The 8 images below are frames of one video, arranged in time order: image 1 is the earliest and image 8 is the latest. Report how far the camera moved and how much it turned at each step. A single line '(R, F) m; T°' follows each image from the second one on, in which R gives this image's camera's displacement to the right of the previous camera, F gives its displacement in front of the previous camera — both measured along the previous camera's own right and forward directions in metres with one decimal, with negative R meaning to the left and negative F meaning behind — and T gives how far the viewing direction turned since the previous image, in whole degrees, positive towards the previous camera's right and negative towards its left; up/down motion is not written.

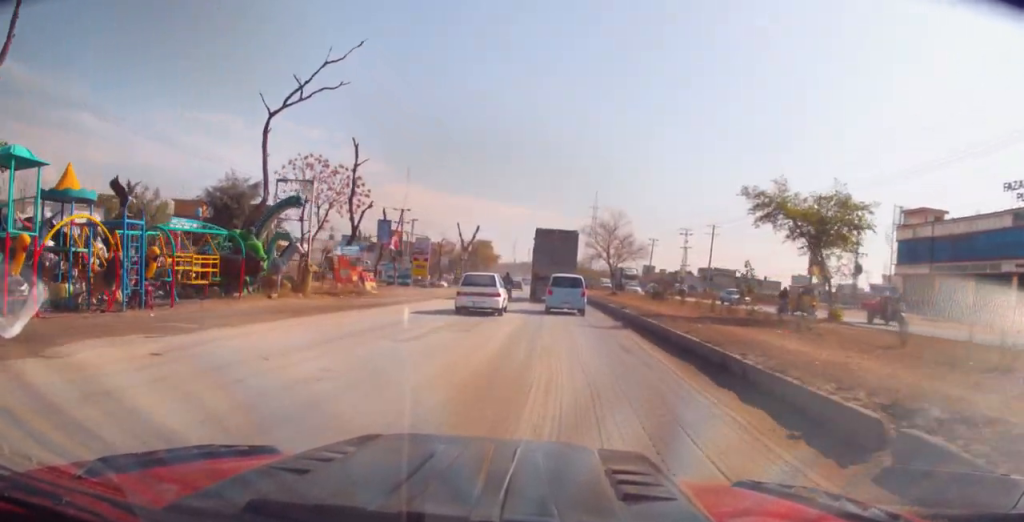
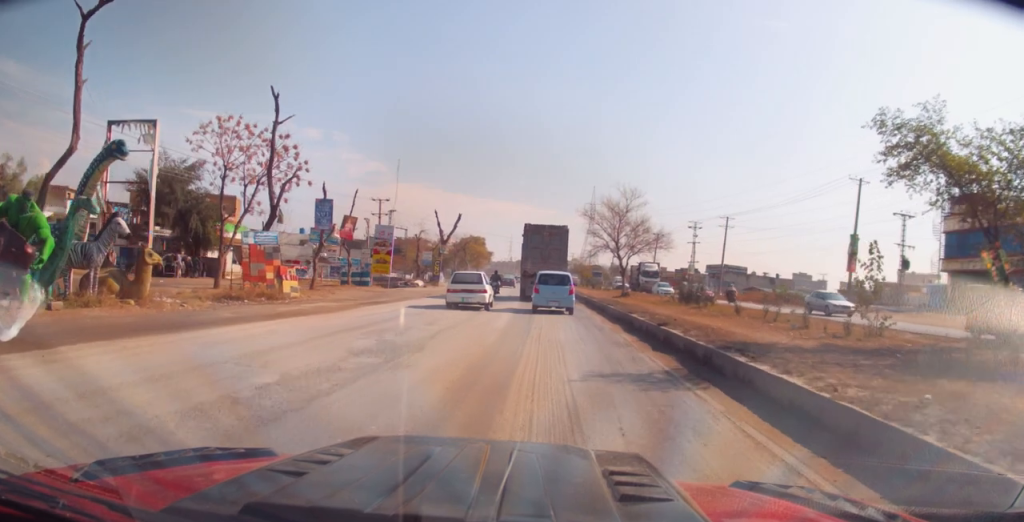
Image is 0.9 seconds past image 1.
(-0.1, +10.0) m; -1°
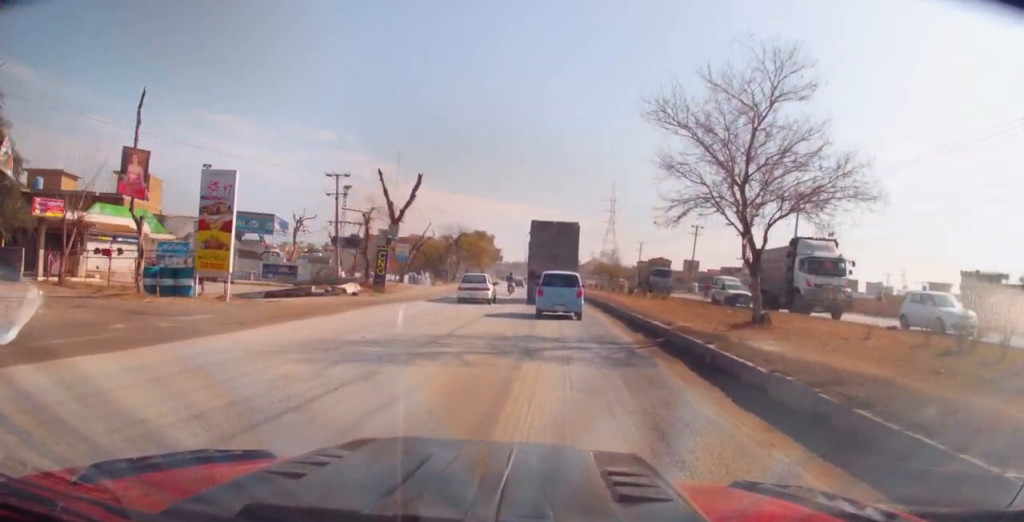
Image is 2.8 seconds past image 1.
(-0.6, +21.8) m; -2°
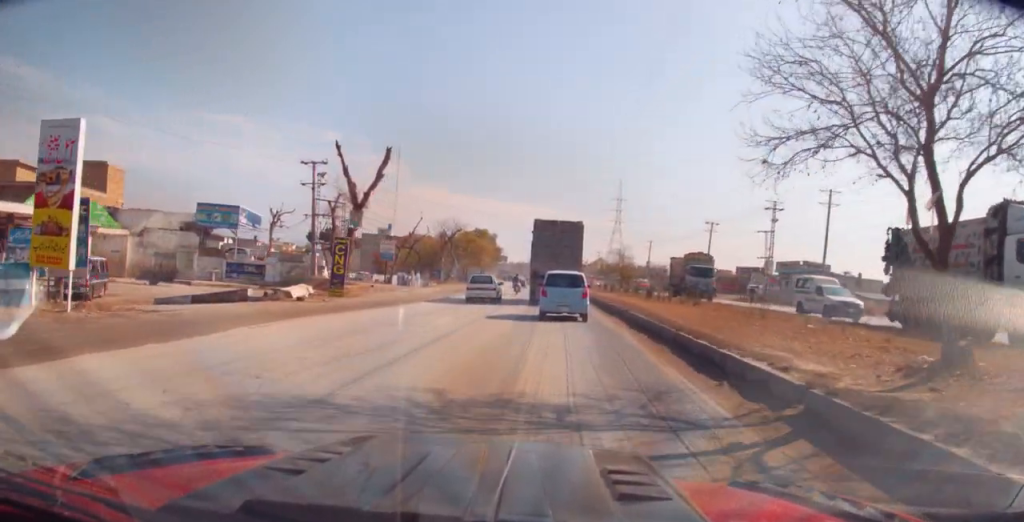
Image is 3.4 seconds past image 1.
(+0.1, +7.1) m; +1°
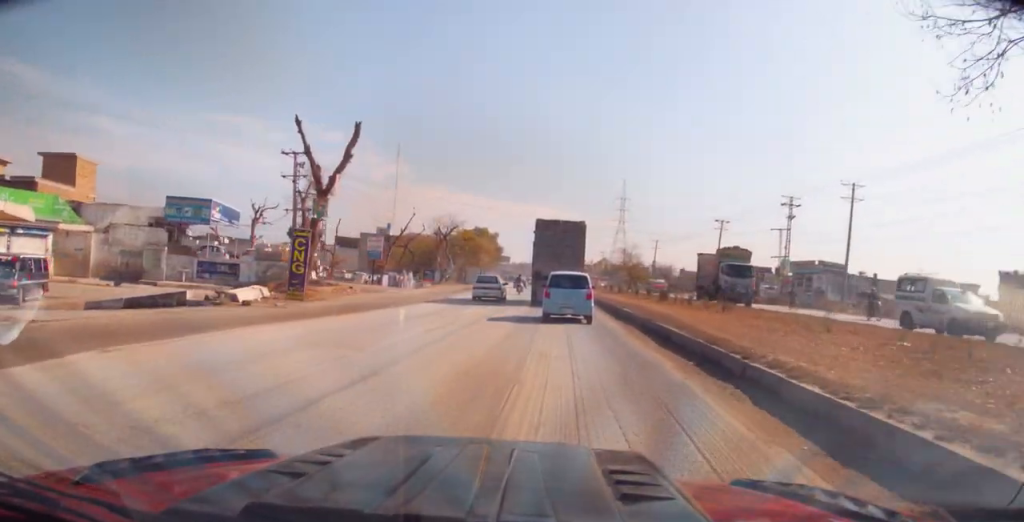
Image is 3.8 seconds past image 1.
(0.0, +4.8) m; 0°
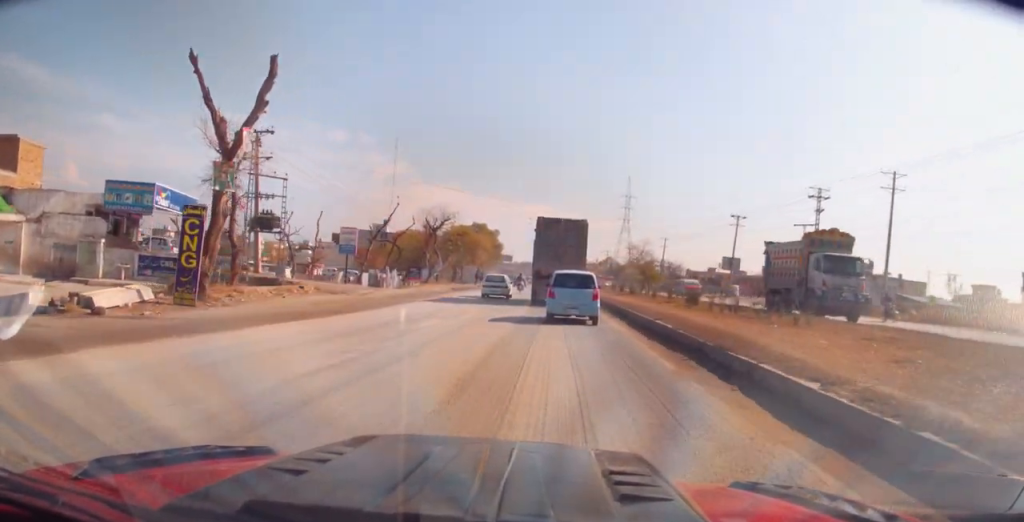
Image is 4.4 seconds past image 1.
(0.0, +7.1) m; 0°
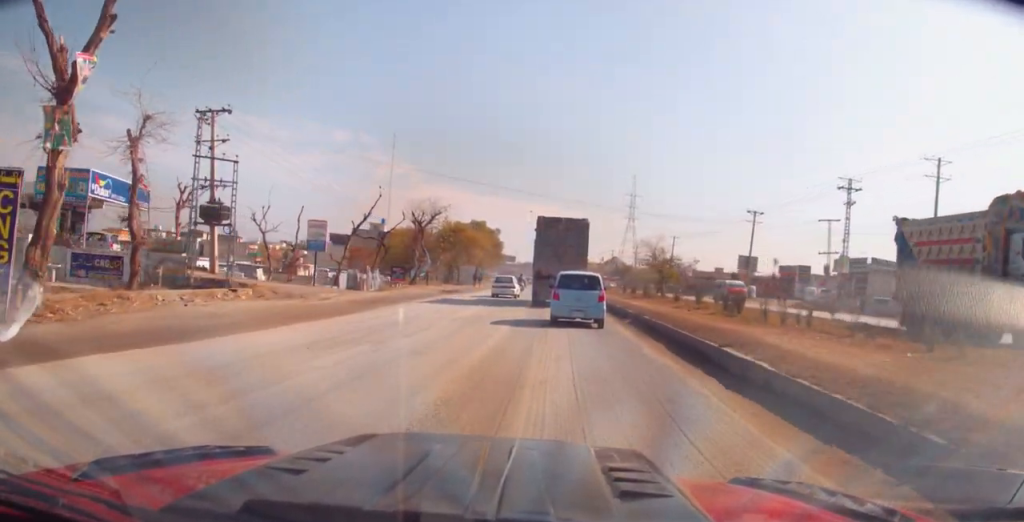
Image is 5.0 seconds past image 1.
(0.0, +6.7) m; -1°
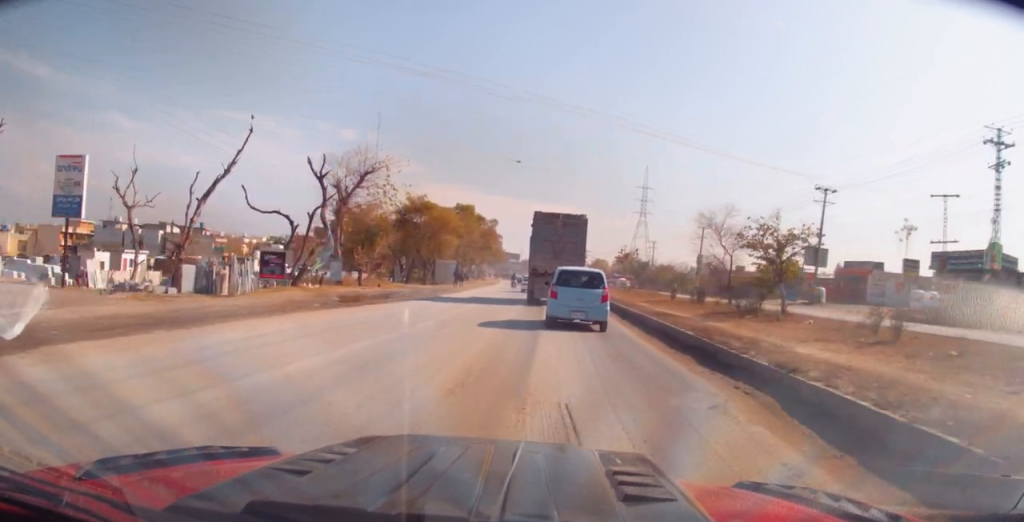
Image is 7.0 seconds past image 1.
(-0.7, +21.8) m; -2°
